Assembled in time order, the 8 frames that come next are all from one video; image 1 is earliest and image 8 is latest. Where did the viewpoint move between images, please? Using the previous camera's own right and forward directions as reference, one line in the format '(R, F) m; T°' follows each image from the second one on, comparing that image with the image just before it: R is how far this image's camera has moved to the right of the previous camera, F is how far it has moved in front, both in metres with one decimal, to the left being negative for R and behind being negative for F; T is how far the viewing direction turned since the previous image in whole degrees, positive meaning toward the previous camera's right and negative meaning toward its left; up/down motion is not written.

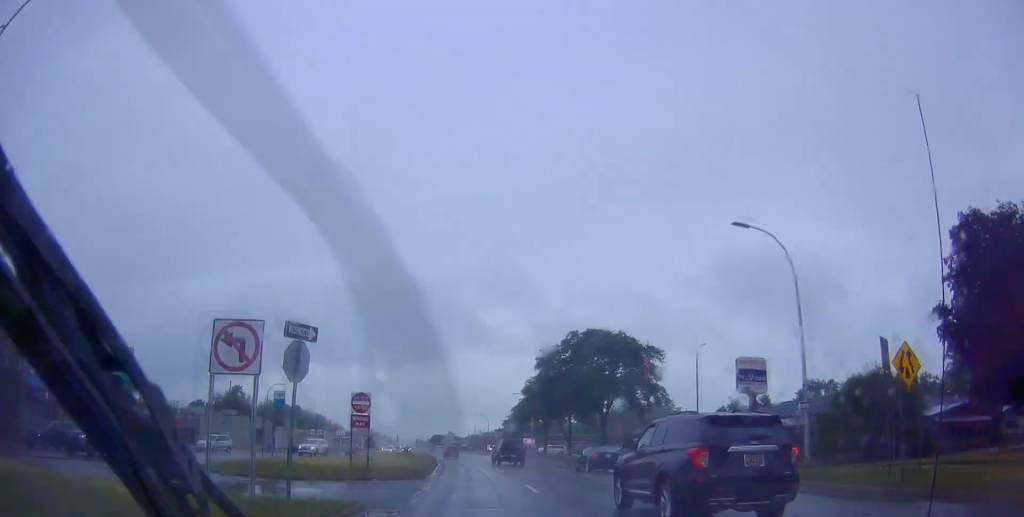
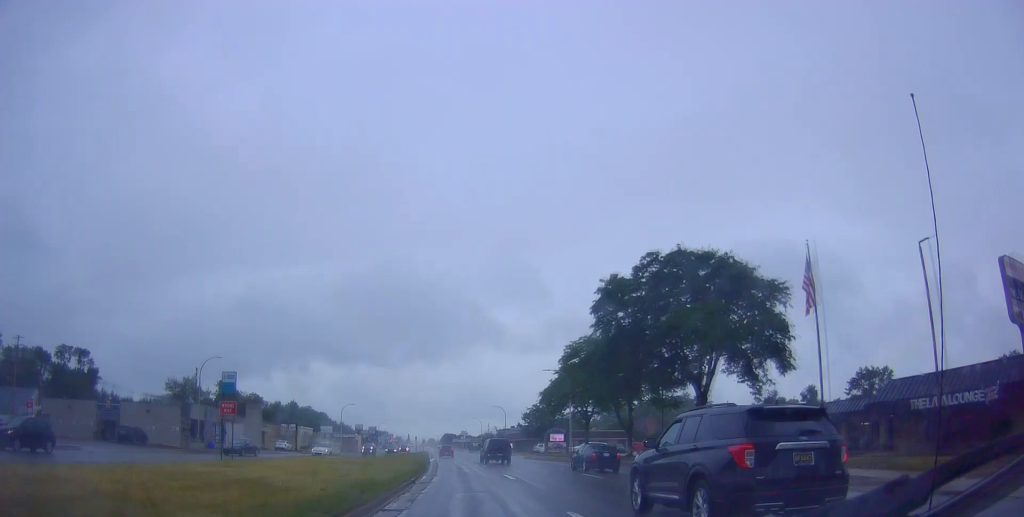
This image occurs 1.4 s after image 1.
(-0.3, +24.3) m; -3°
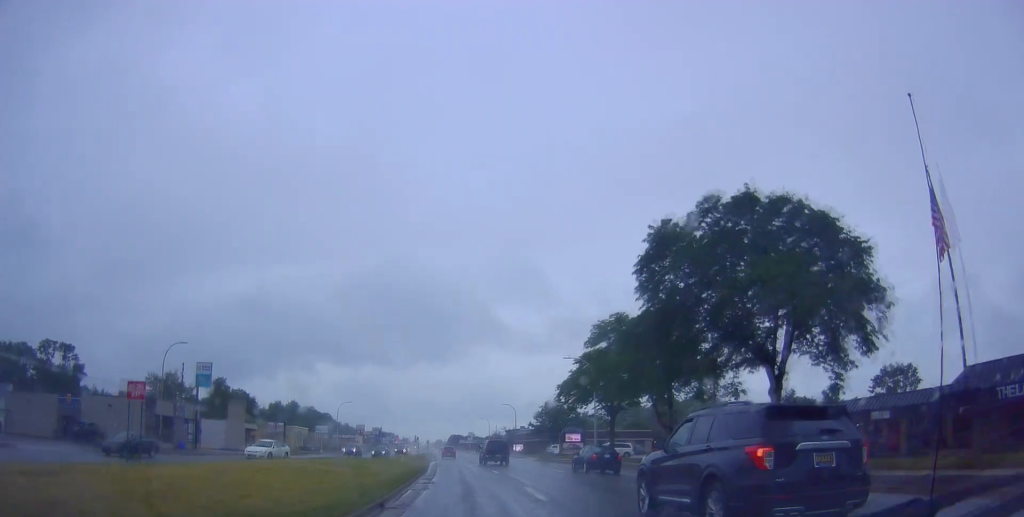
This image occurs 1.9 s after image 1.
(-0.1, +9.0) m; -1°
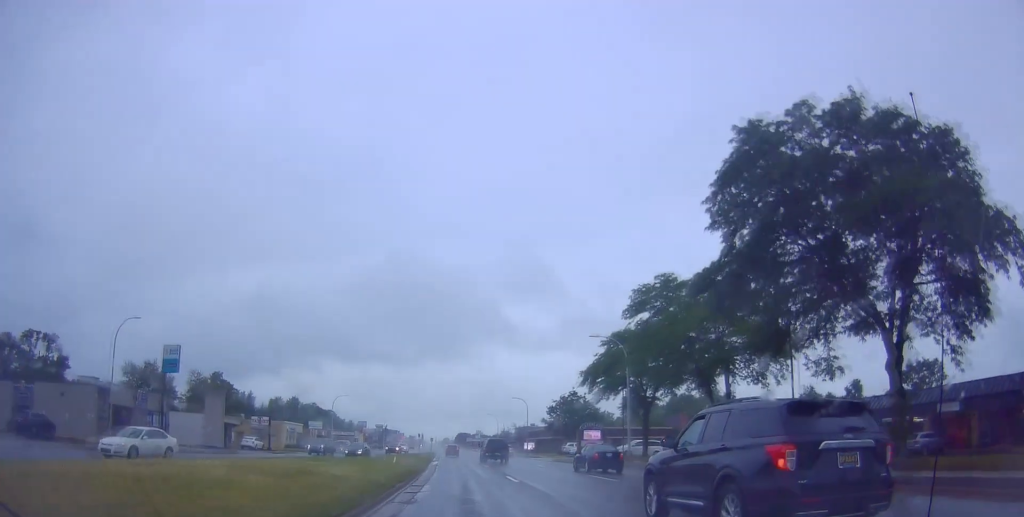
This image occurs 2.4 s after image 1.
(0.0, +9.1) m; 0°
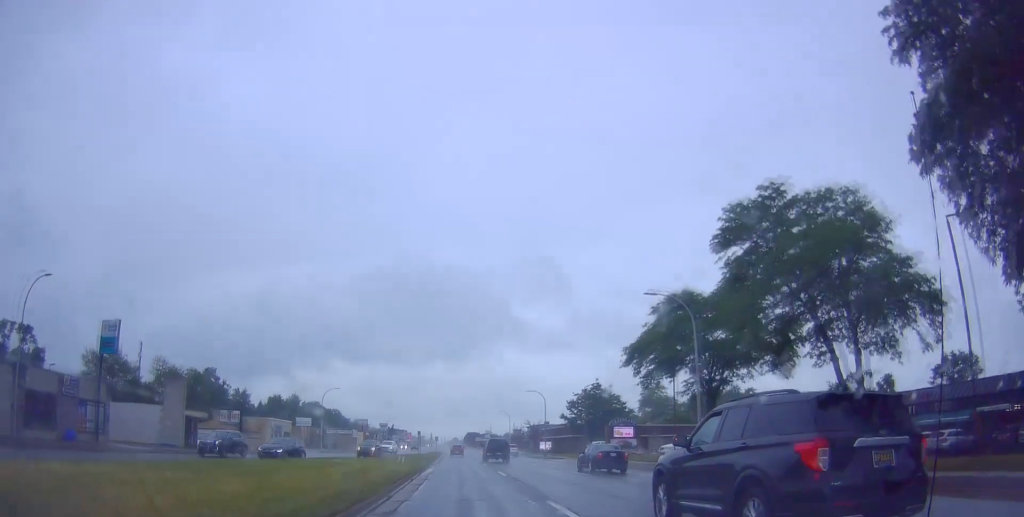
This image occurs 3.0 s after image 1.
(0.0, +12.2) m; 0°
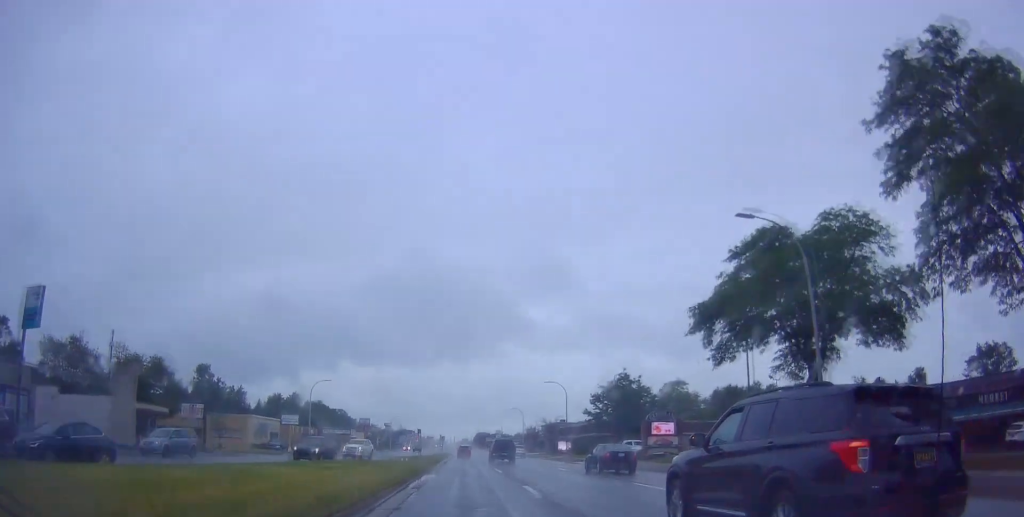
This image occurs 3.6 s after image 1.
(0.0, +11.0) m; 0°
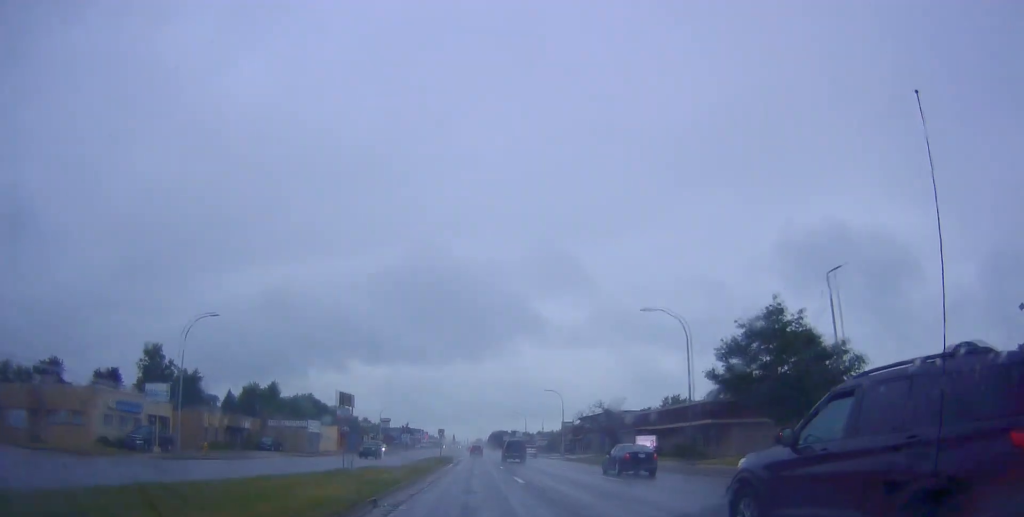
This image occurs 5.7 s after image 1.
(-1.2, +38.1) m; -3°
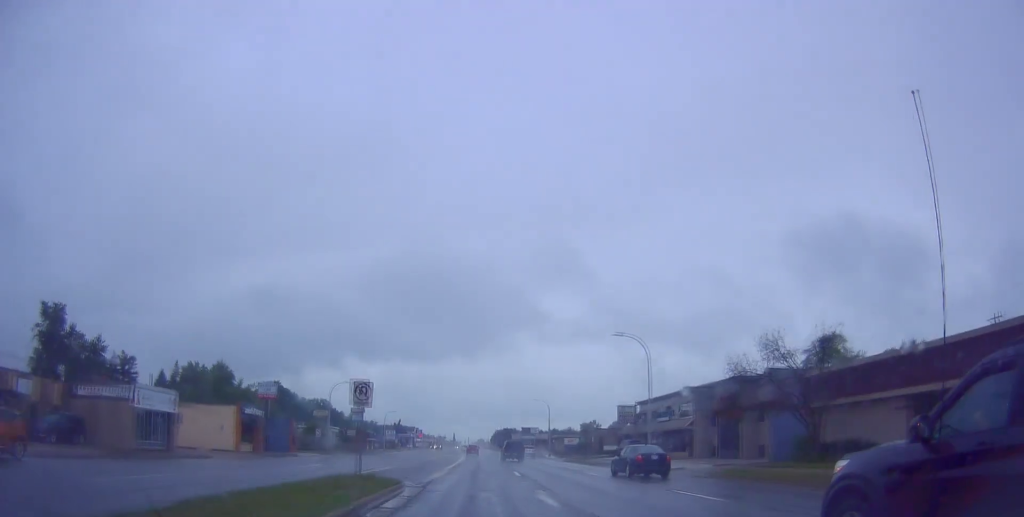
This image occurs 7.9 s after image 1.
(0.0, +41.4) m; 0°
